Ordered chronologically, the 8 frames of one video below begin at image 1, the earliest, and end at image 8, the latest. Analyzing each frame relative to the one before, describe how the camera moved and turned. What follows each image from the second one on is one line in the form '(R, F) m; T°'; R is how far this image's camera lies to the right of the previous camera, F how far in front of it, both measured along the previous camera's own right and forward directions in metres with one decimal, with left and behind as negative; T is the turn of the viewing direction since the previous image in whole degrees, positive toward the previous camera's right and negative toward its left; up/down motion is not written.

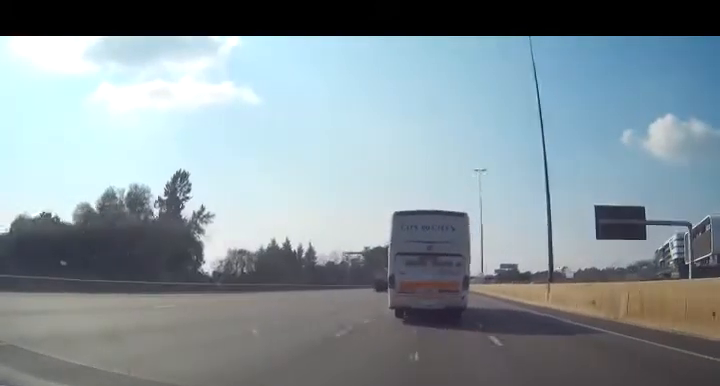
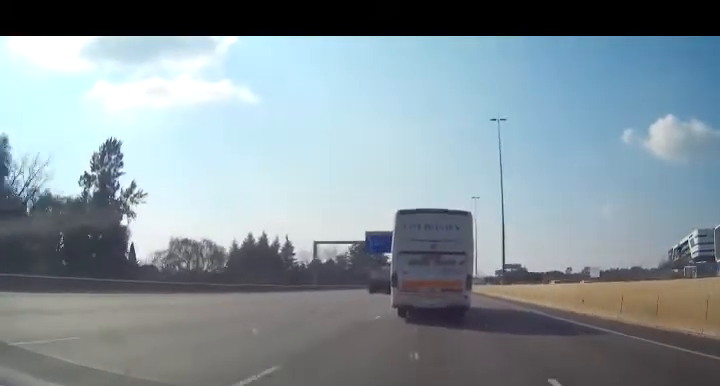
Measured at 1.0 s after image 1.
(0.0, +29.5) m; 0°
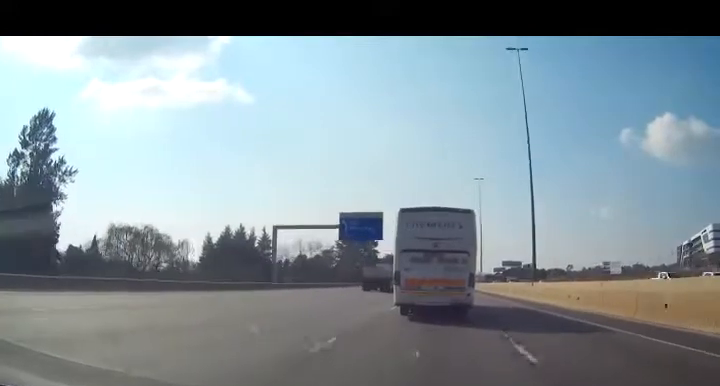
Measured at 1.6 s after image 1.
(+0.2, +20.3) m; 0°
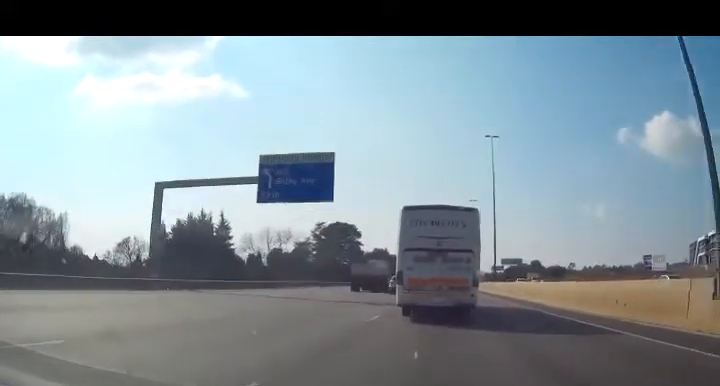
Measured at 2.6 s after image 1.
(+0.1, +28.3) m; +1°
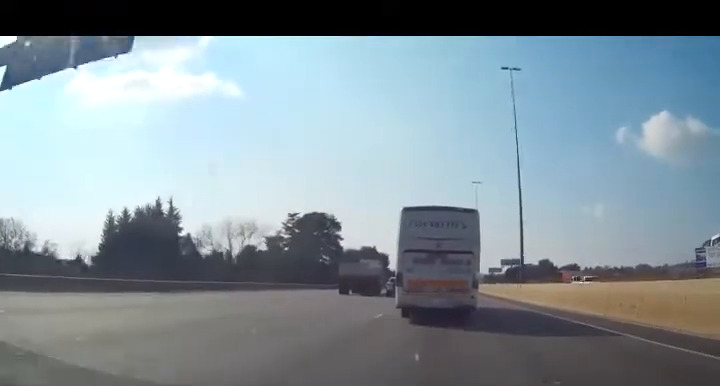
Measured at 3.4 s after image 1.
(0.0, +24.2) m; +1°
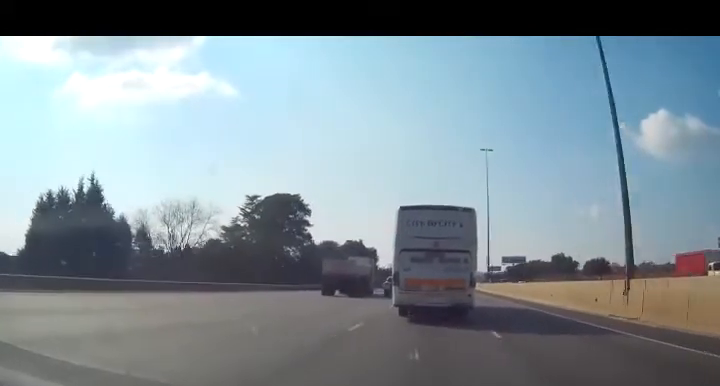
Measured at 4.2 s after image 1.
(+0.2, +26.1) m; +1°
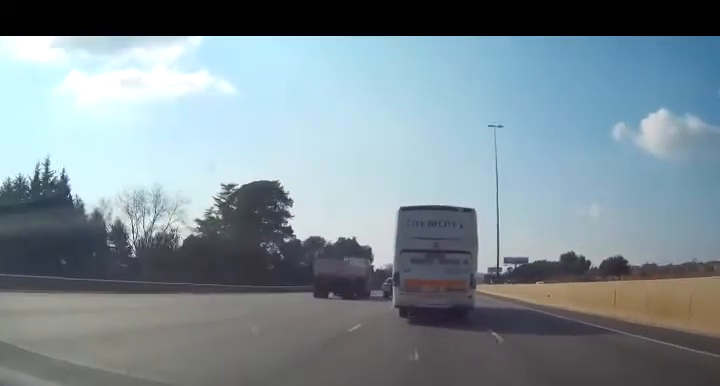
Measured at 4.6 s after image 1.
(0.0, +12.0) m; 0°
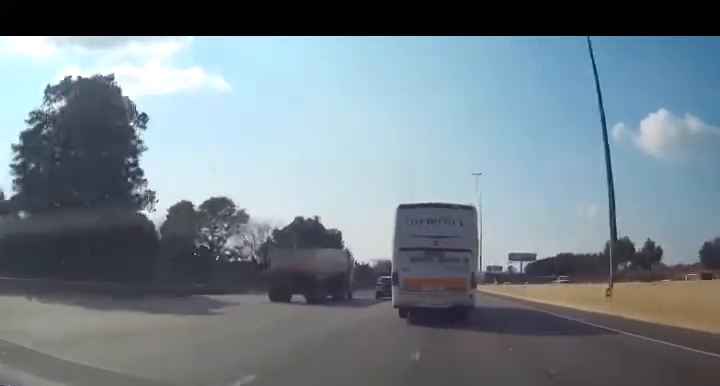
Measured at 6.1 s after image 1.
(+0.1, +43.1) m; 0°
